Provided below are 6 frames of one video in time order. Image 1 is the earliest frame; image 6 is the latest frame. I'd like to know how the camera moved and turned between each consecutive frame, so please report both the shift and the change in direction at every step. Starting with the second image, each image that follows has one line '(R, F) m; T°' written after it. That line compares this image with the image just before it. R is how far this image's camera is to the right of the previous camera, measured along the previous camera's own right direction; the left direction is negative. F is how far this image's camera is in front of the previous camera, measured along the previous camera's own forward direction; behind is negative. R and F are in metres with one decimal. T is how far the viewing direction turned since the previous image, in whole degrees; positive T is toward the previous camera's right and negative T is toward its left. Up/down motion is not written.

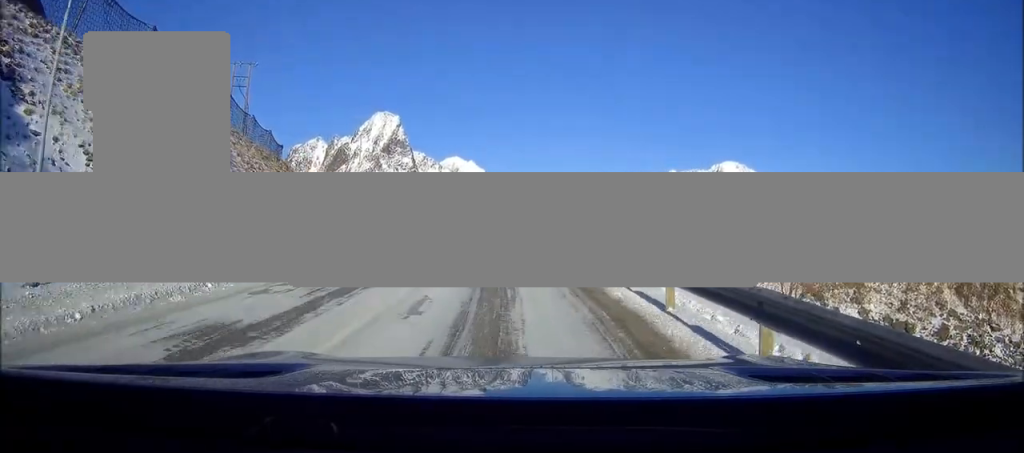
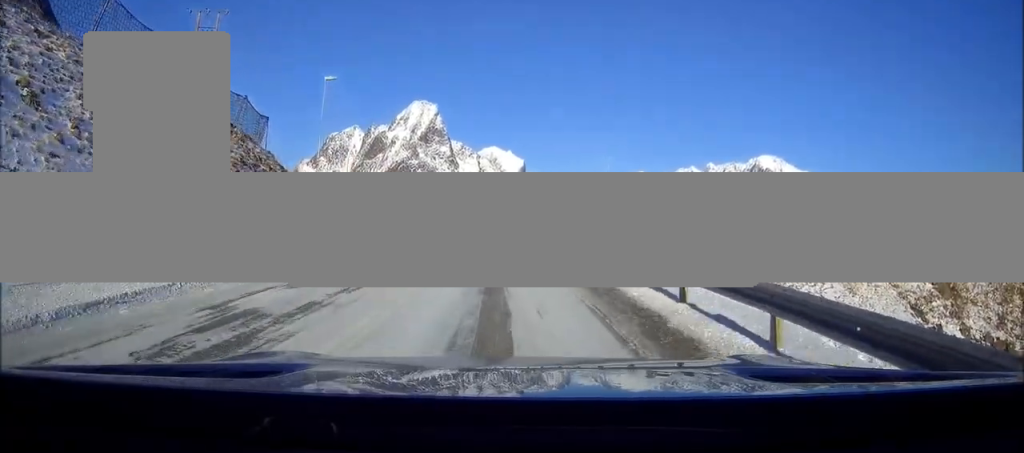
(-0.6, +18.9) m; -4°
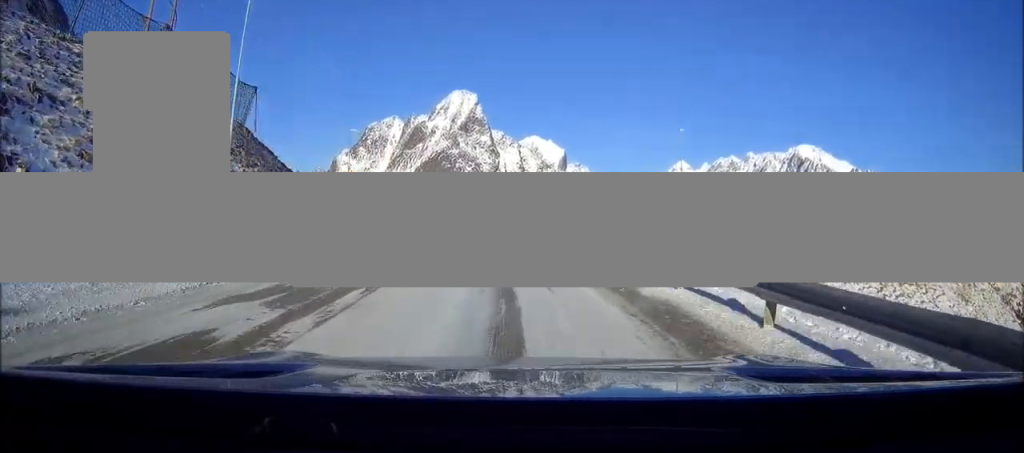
(-0.4, +14.3) m; -4°
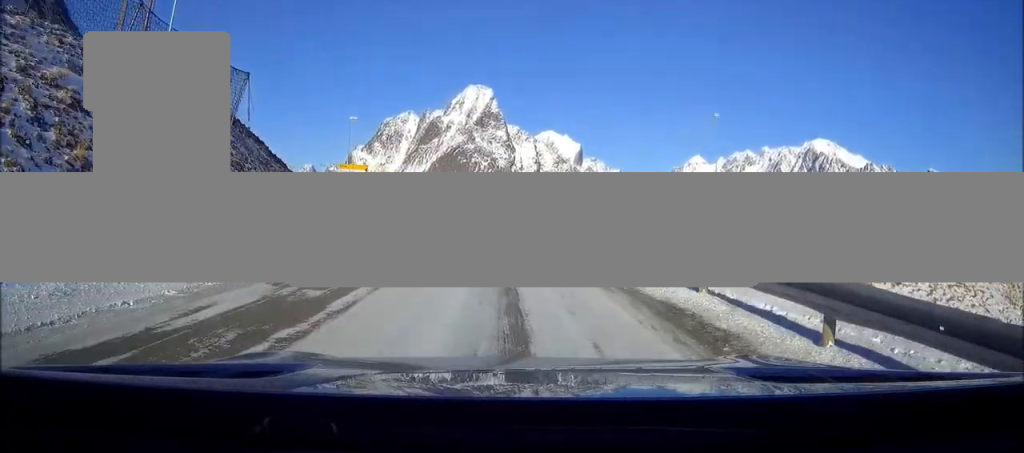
(-0.1, +5.2) m; -1°
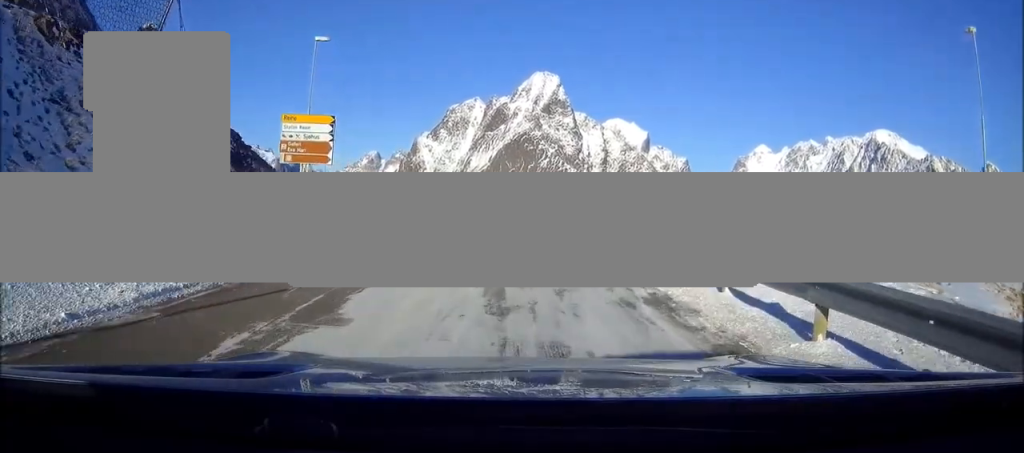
(-1.4, +22.4) m; -5°
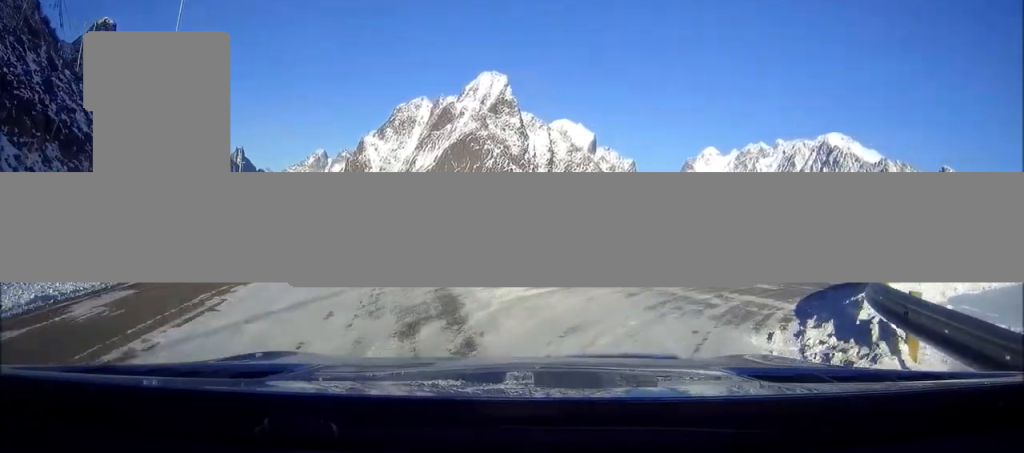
(+0.4, +9.0) m; +10°
